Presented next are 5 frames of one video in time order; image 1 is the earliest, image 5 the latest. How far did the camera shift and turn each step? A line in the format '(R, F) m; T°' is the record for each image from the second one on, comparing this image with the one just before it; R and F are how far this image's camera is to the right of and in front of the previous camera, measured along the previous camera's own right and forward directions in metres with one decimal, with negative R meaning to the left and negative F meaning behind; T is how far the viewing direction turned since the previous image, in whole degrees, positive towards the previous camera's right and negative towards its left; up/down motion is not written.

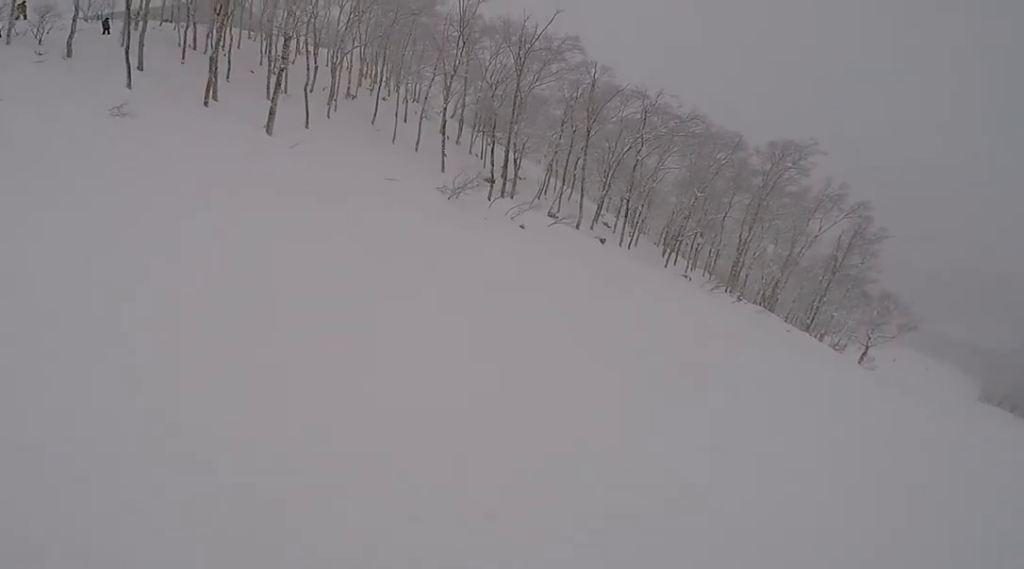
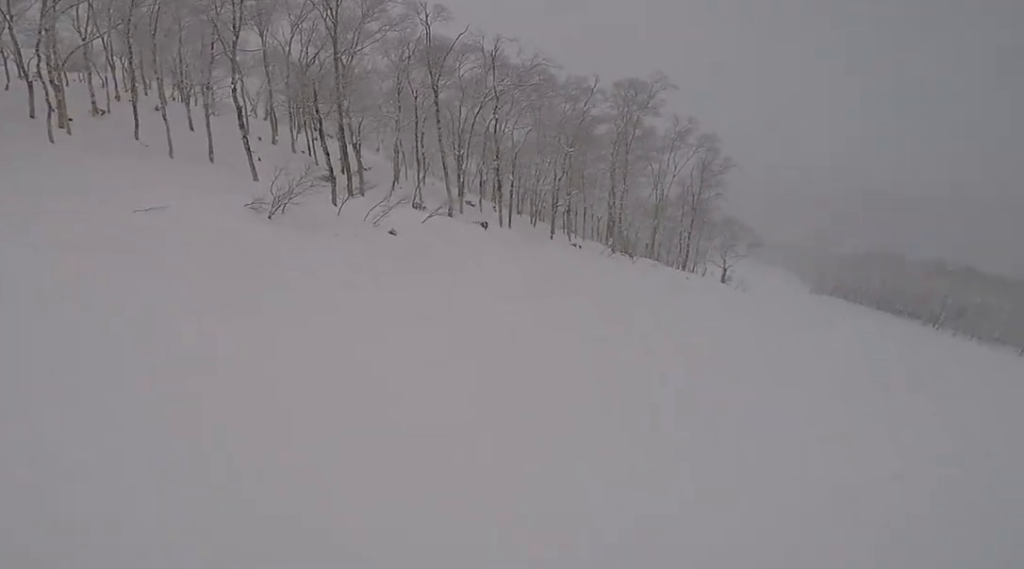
(-0.3, +6.9) m; +22°
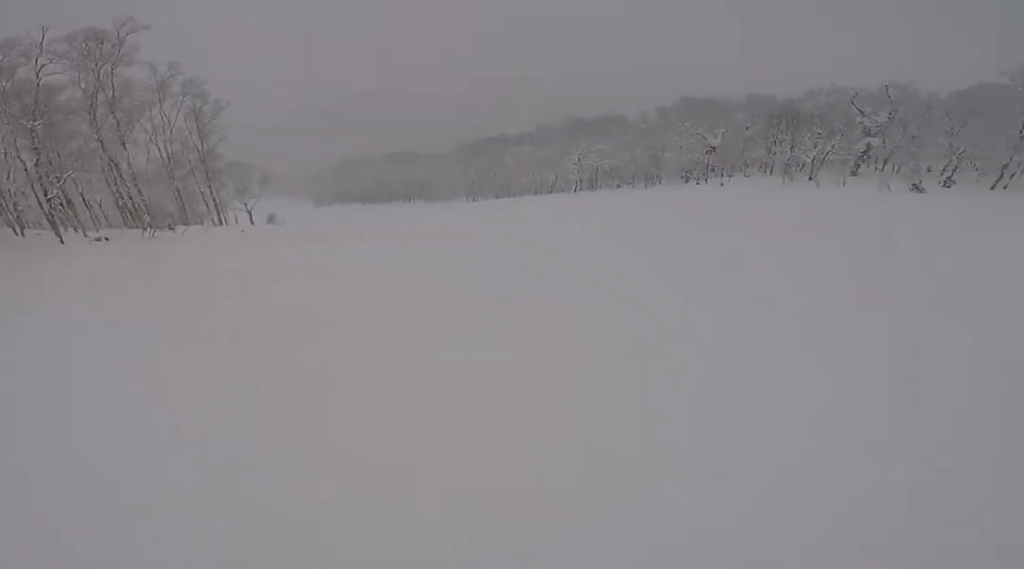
(+2.0, +4.6) m; +53°
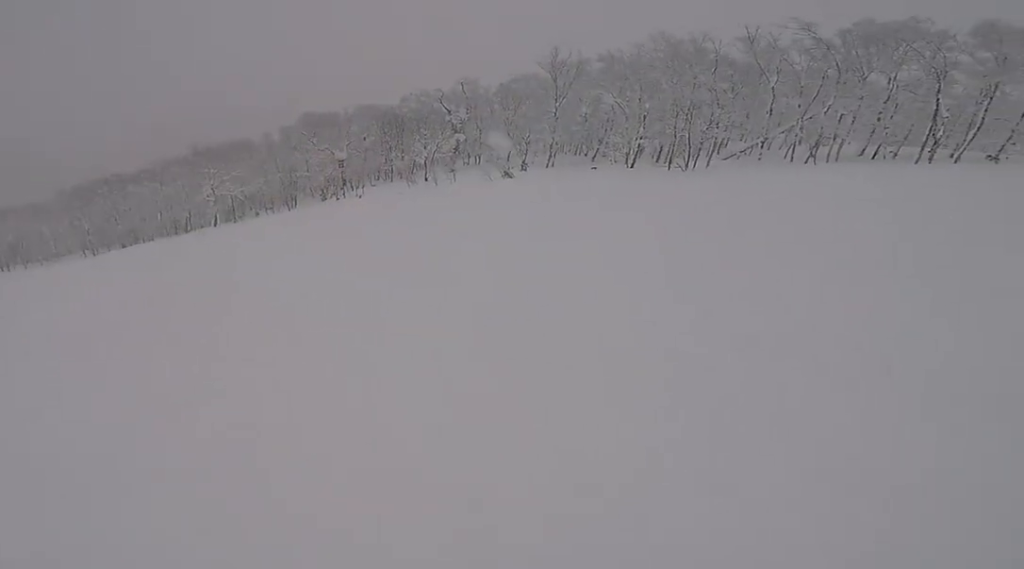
(+1.4, +4.2) m; +25°
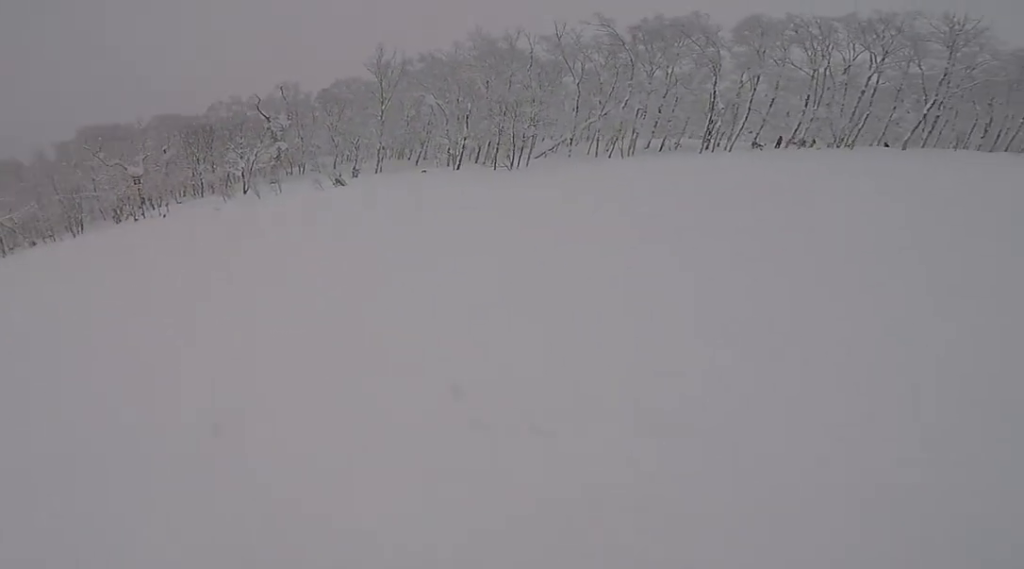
(+0.3, +2.8) m; +9°
